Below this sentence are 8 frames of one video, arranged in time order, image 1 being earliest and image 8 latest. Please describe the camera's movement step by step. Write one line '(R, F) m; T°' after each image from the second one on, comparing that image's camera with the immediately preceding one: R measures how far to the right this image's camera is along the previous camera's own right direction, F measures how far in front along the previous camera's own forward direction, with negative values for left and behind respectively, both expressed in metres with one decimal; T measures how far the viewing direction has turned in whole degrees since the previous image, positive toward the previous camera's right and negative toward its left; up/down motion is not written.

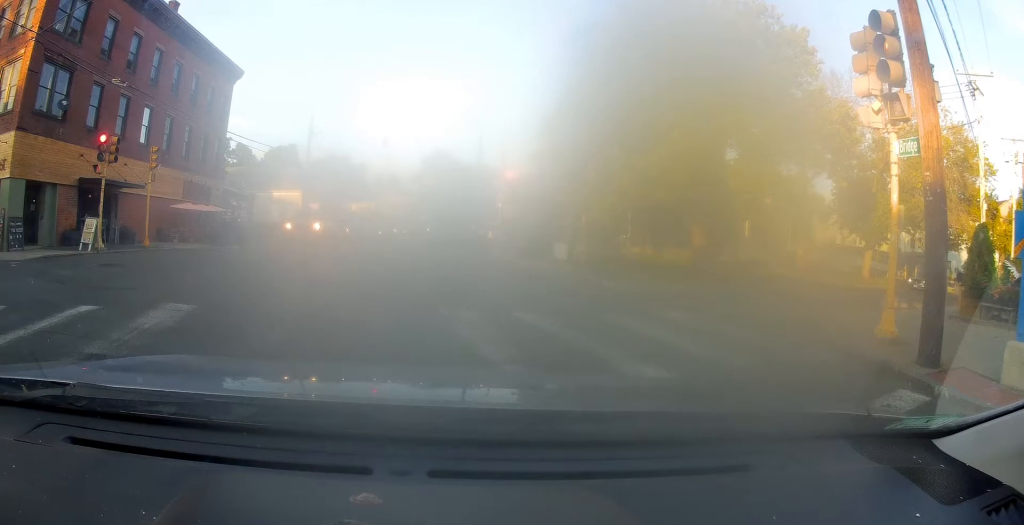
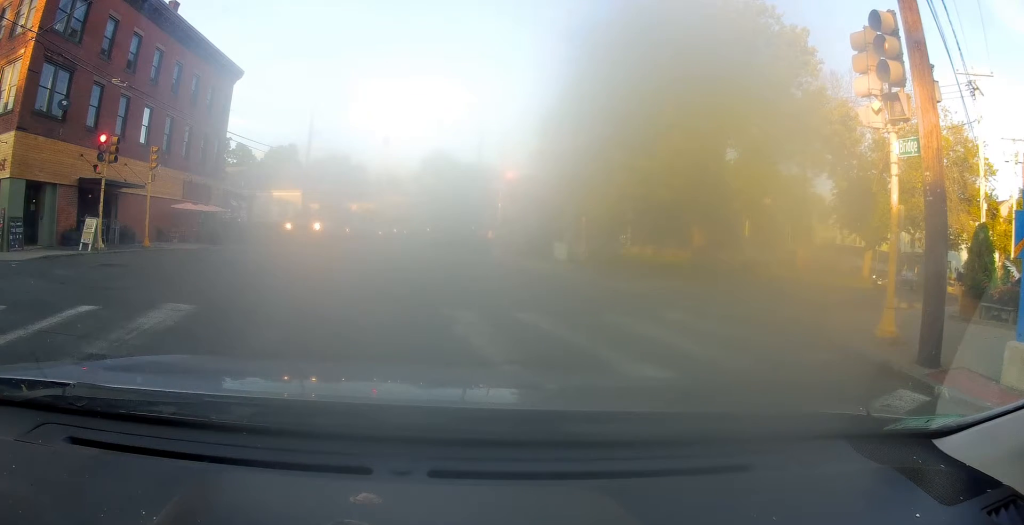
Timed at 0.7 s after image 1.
(0.0, 0.0) m; 0°
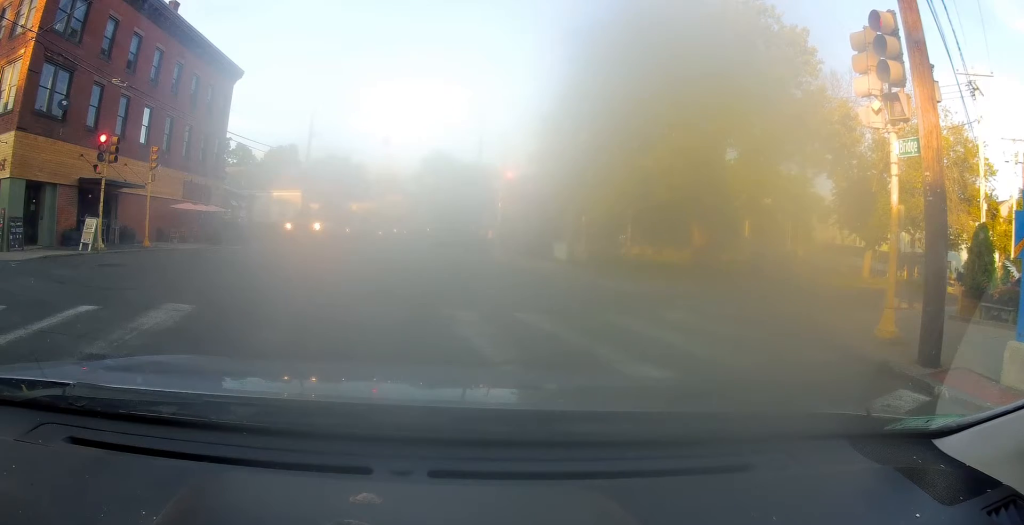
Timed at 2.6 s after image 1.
(-0.1, +0.3) m; 0°
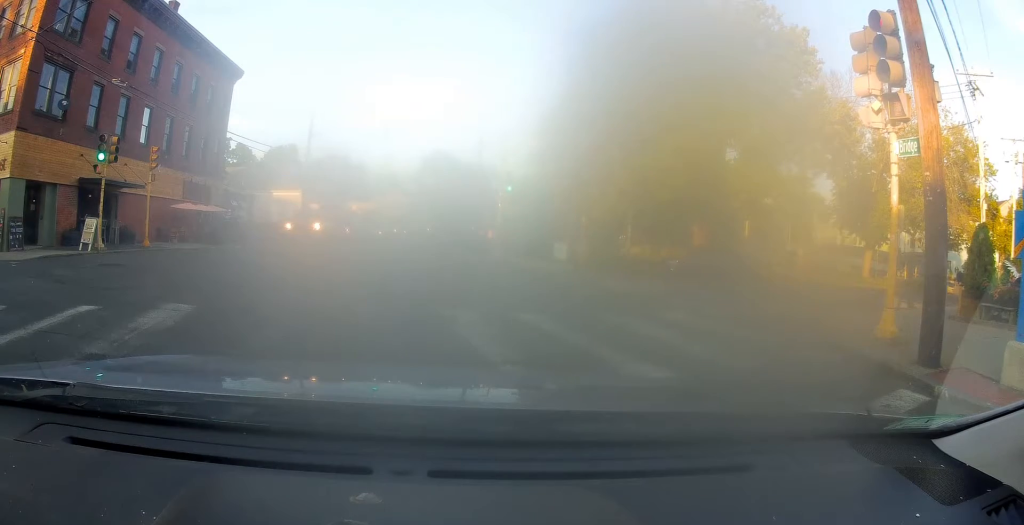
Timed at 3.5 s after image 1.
(0.0, 0.0) m; 0°
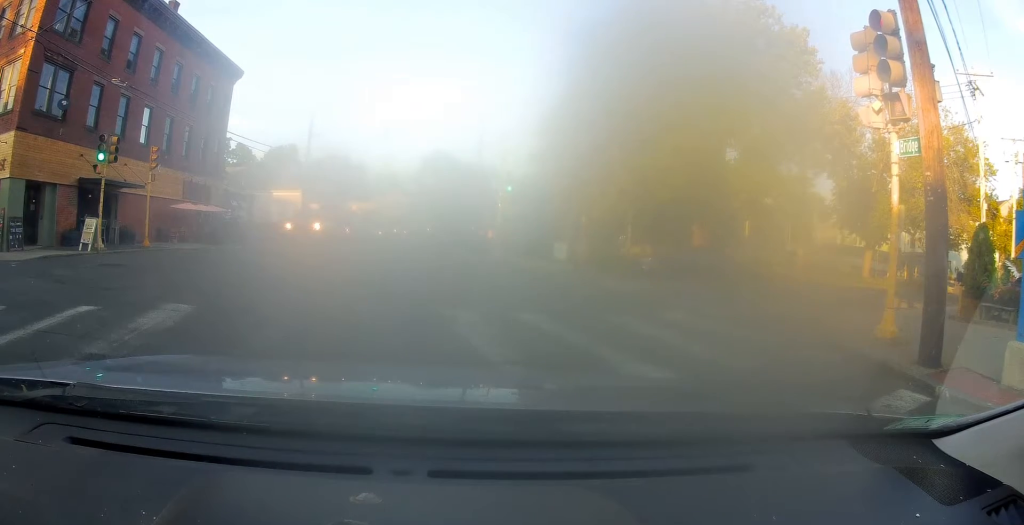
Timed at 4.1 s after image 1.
(-0.2, +0.3) m; 0°
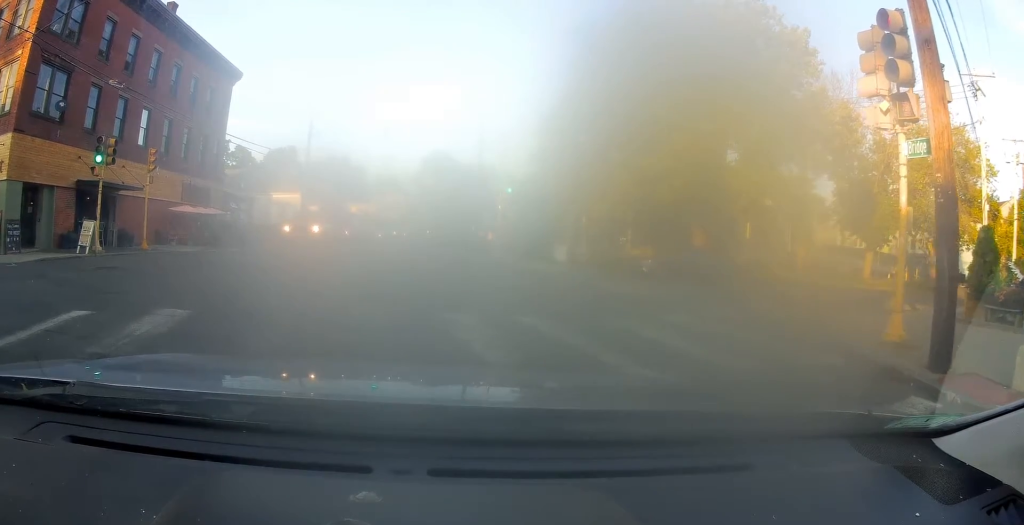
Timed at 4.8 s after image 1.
(-0.2, +0.7) m; +1°
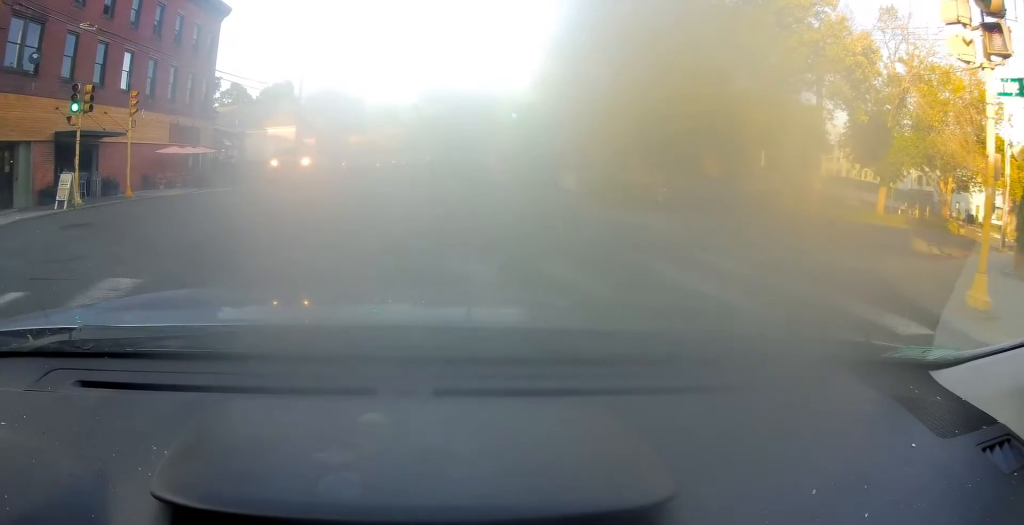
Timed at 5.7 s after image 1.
(-0.2, +2.1) m; +4°
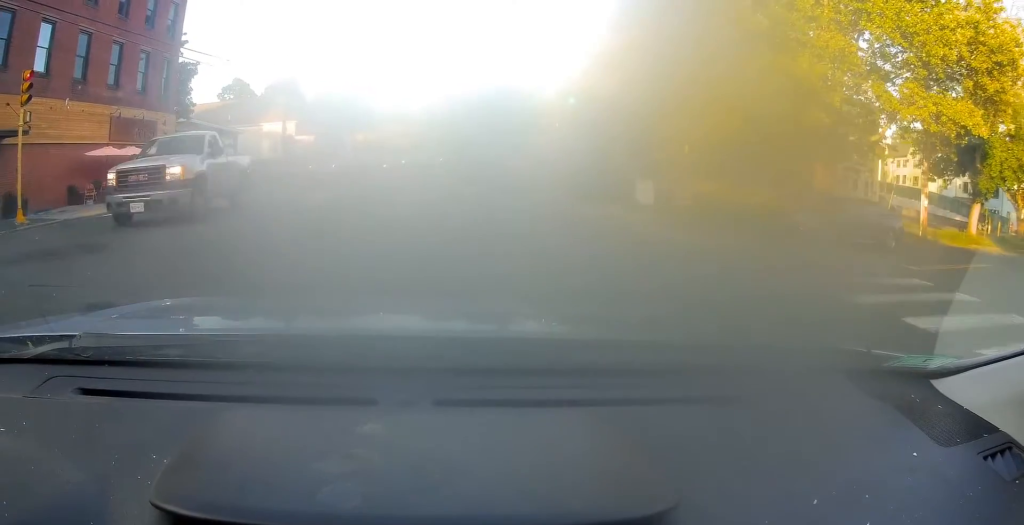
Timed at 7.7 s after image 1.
(-0.6, +10.4) m; -10°
